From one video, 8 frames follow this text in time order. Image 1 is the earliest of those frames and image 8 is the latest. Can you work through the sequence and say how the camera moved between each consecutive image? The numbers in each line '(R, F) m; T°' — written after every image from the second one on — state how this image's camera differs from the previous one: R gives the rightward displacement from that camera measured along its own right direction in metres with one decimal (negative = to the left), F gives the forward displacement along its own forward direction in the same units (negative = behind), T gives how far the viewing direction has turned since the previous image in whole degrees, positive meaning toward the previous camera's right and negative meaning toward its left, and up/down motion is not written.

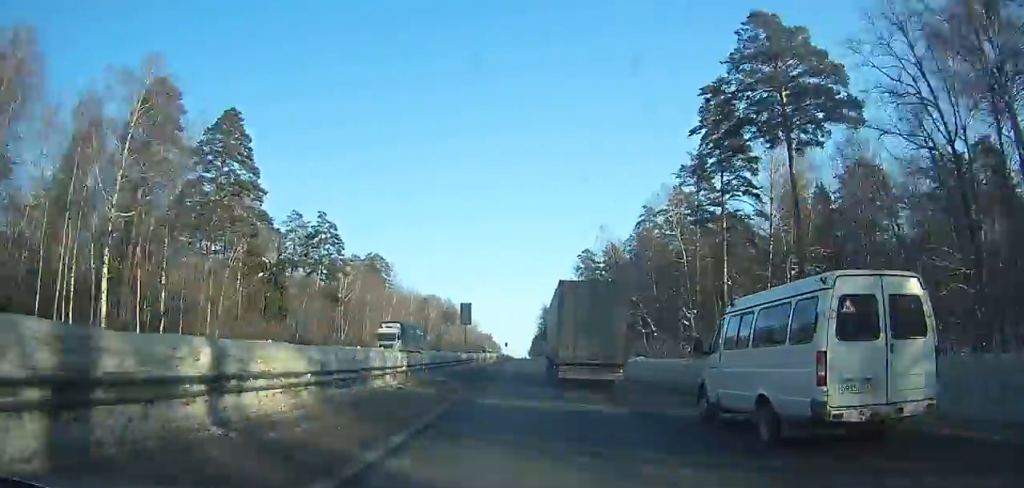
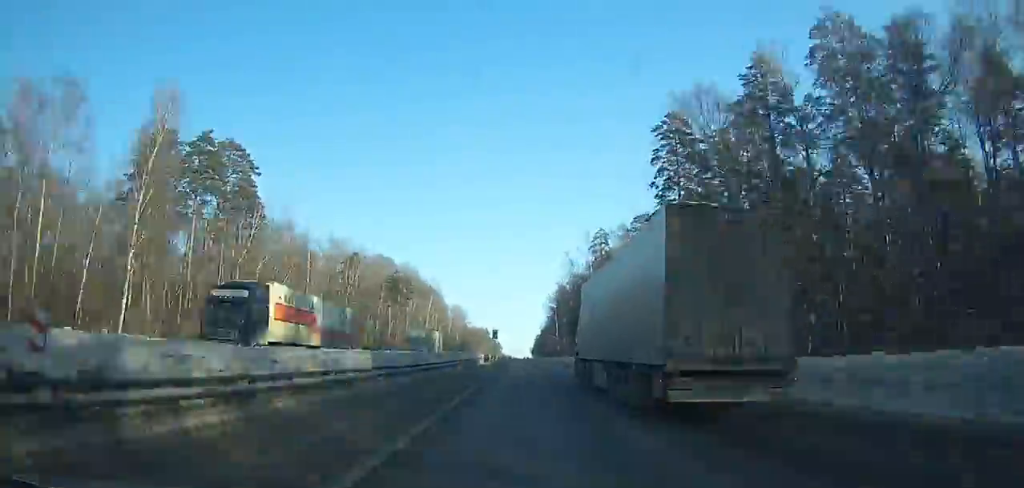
(0.0, +99.0) m; 0°
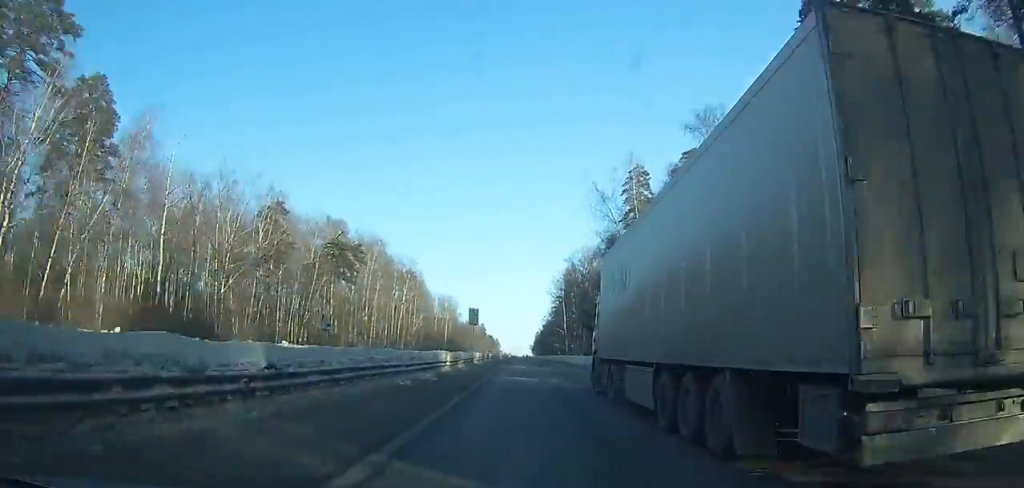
(0.0, +43.9) m; 0°
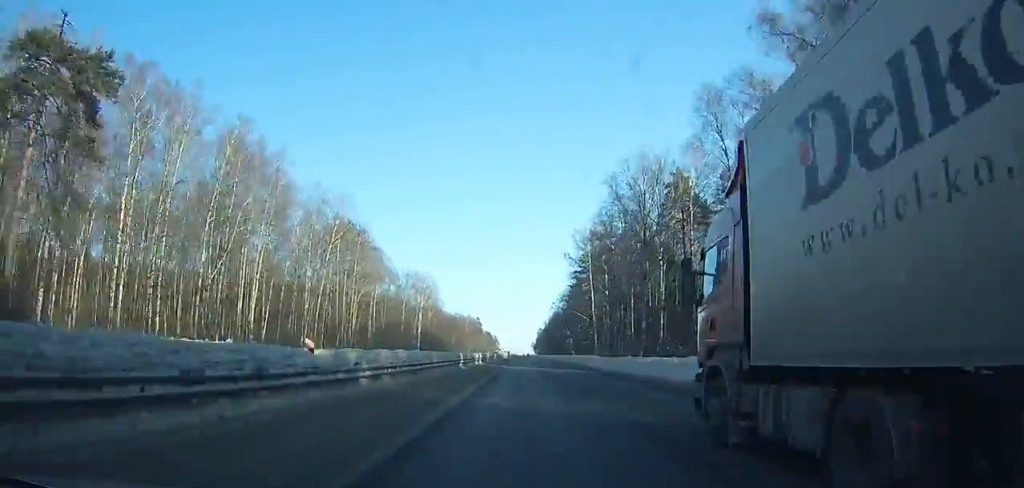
(-0.1, +65.8) m; 0°
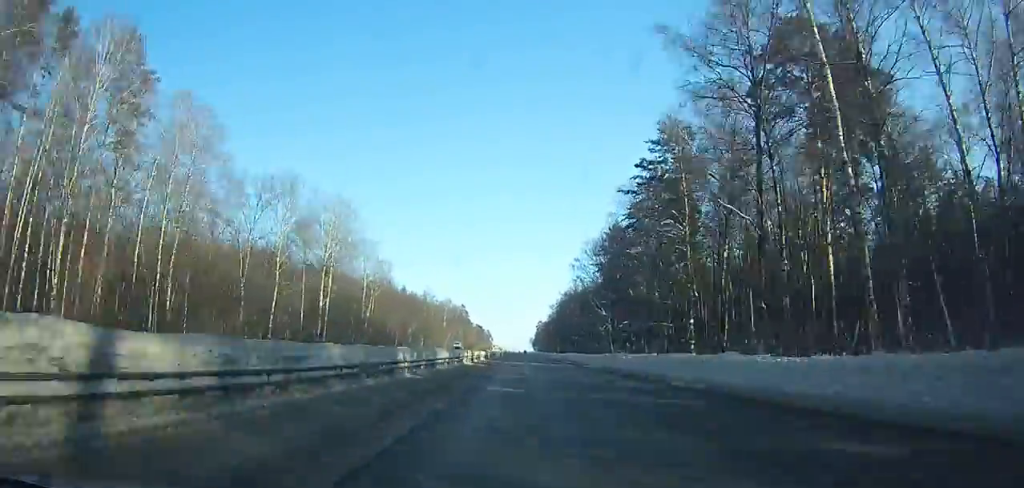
(+0.1, +88.7) m; +1°
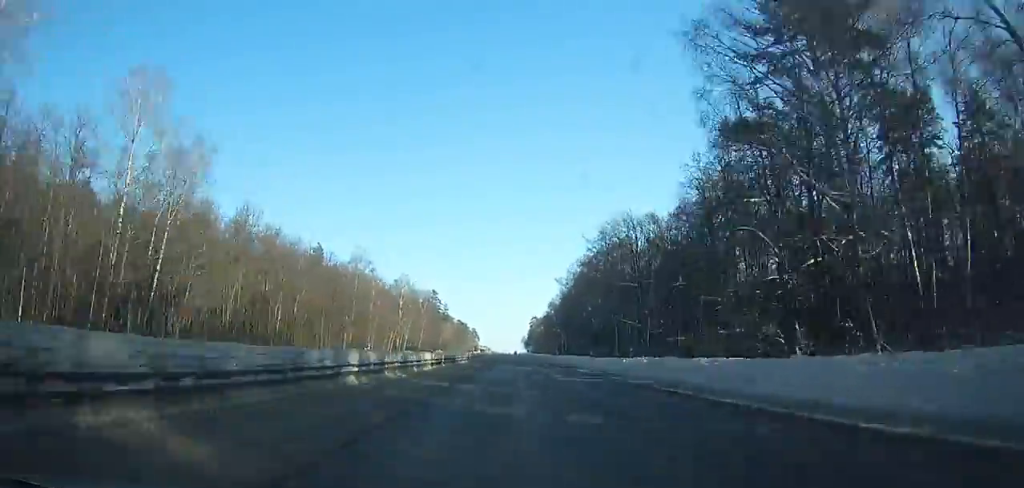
(+0.6, +81.1) m; +1°
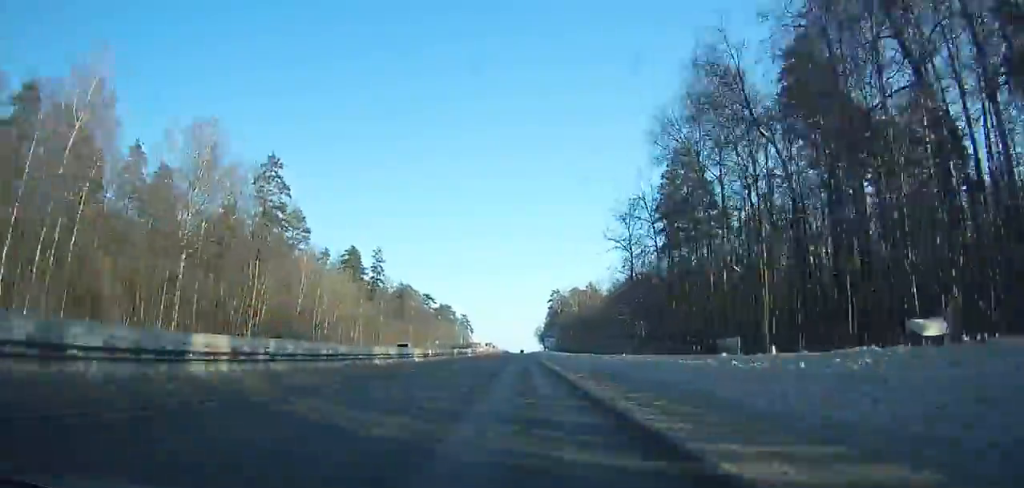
(-0.7, +166.5) m; -1°
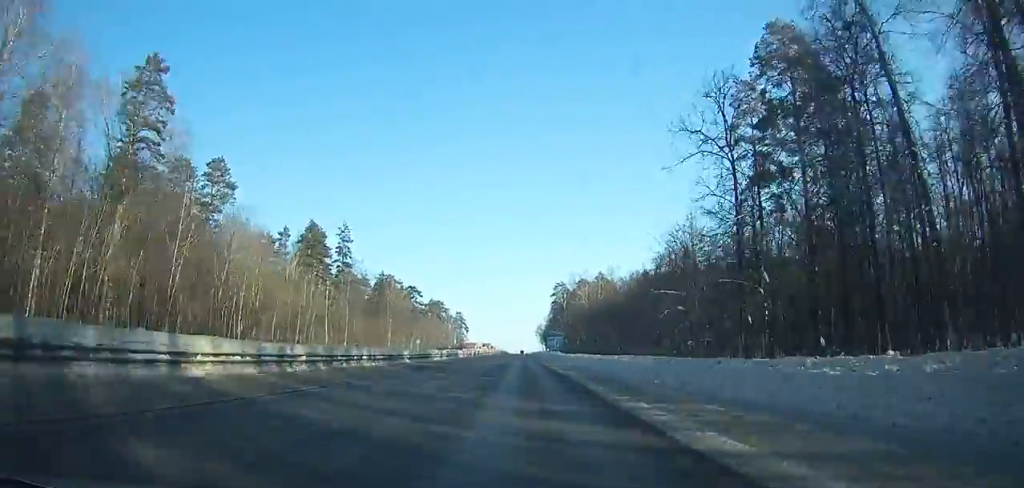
(-0.3, +30.7) m; 0°
